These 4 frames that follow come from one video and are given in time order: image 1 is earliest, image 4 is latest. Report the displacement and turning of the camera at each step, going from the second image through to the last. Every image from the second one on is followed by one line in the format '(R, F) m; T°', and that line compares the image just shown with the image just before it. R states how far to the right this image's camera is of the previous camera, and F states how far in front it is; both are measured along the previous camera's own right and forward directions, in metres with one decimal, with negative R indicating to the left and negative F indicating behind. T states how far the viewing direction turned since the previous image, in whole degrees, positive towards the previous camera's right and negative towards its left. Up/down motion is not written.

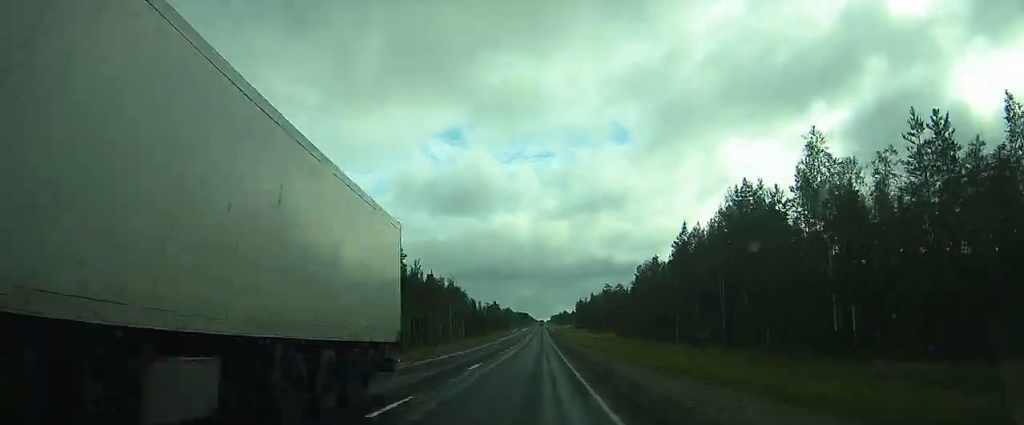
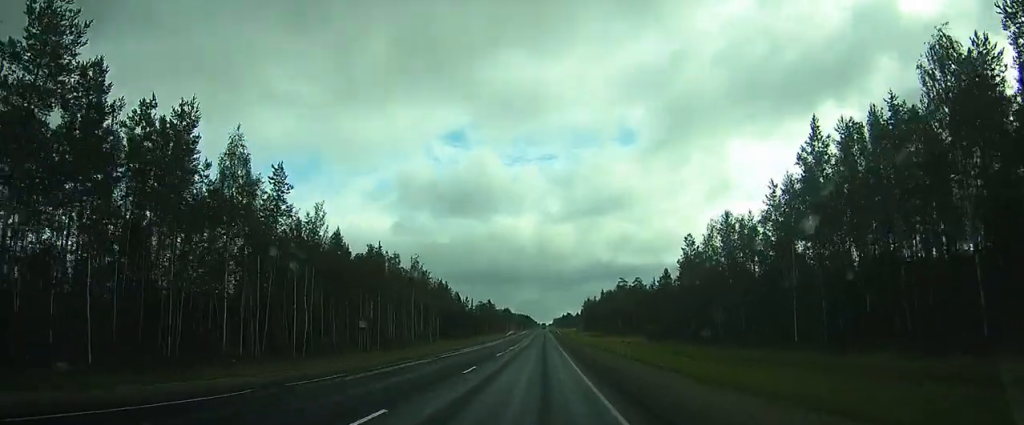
(0.0, +36.4) m; 0°
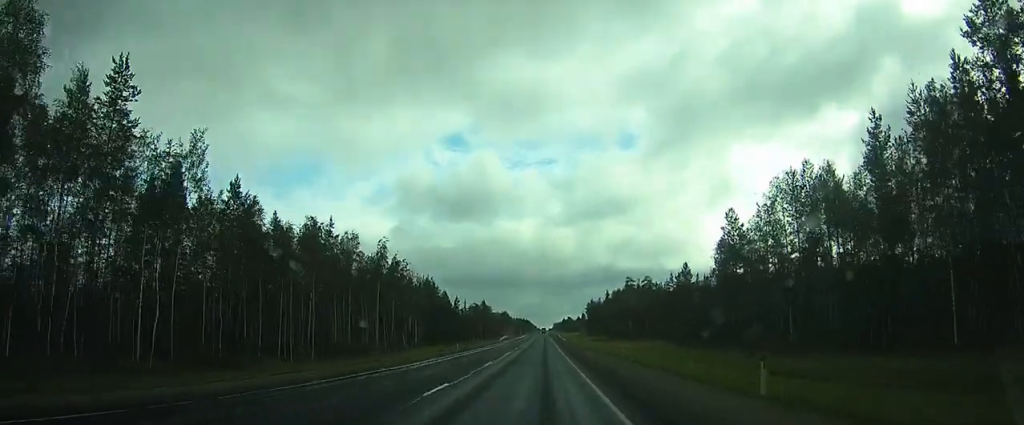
(-0.1, +16.8) m; 0°
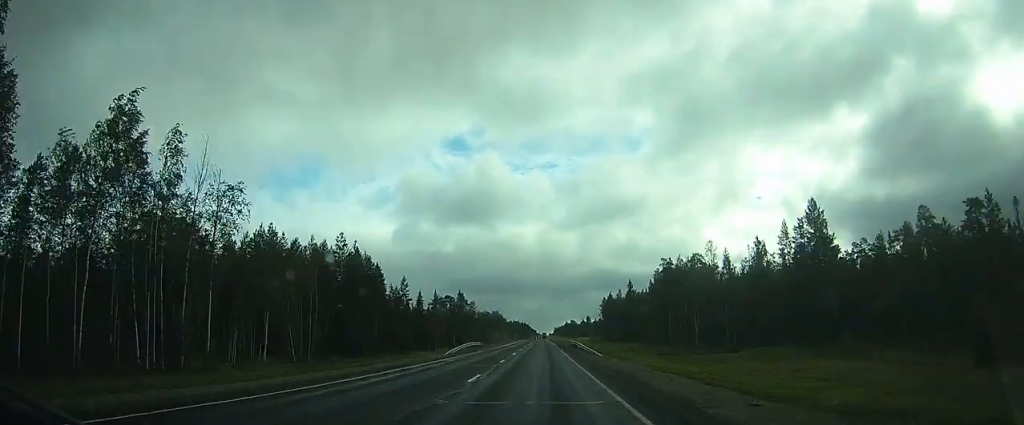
(0.0, +61.7) m; 0°
